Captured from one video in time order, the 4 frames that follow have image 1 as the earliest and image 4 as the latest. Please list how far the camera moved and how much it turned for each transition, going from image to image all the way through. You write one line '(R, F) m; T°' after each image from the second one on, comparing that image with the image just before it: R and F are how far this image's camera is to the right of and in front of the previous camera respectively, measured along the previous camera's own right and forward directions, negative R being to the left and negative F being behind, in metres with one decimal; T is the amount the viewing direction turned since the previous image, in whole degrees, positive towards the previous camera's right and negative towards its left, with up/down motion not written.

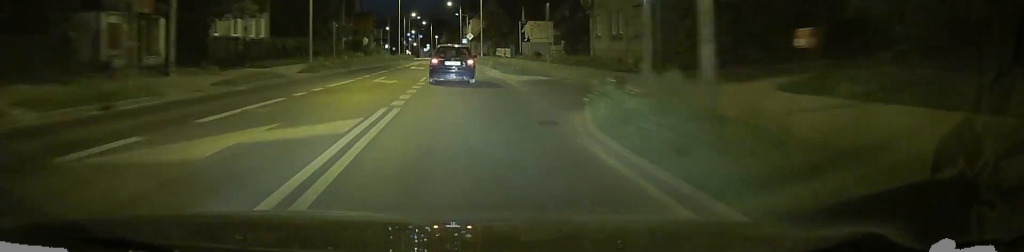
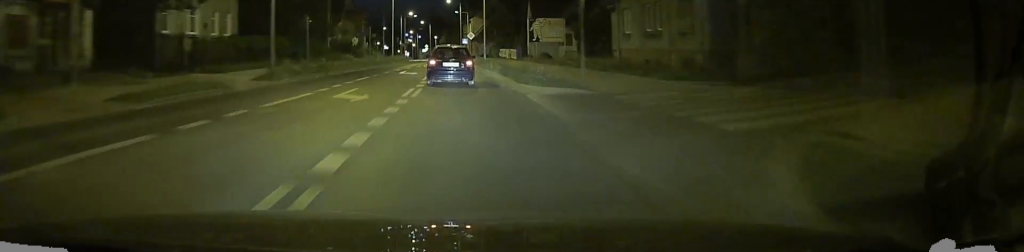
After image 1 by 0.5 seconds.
(0.0, +6.7) m; 0°
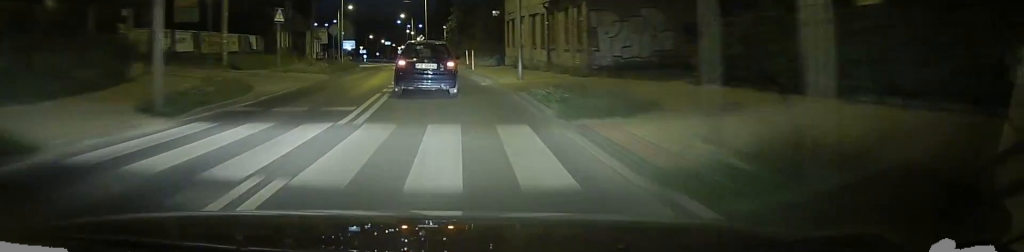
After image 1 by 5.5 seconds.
(-1.7, +71.1) m; -3°
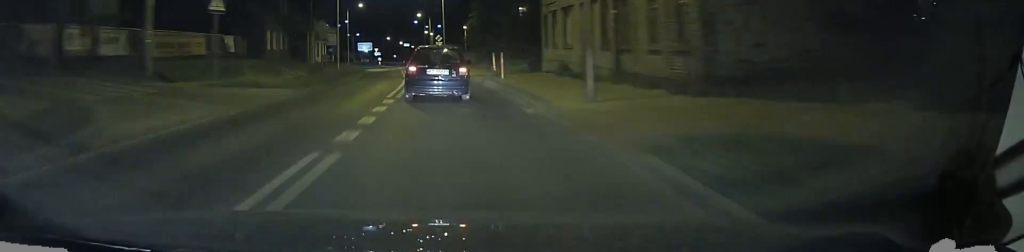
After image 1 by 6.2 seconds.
(-0.1, +8.6) m; -1°
